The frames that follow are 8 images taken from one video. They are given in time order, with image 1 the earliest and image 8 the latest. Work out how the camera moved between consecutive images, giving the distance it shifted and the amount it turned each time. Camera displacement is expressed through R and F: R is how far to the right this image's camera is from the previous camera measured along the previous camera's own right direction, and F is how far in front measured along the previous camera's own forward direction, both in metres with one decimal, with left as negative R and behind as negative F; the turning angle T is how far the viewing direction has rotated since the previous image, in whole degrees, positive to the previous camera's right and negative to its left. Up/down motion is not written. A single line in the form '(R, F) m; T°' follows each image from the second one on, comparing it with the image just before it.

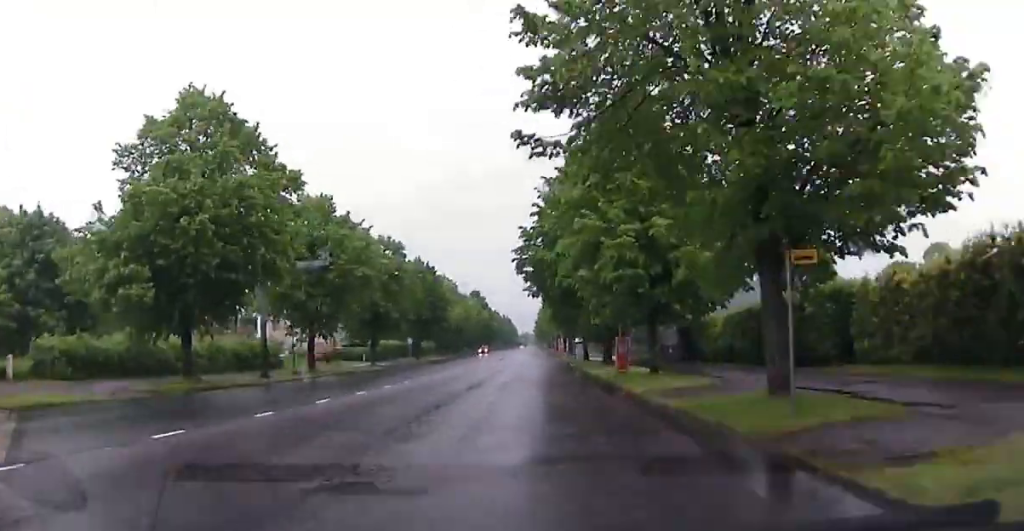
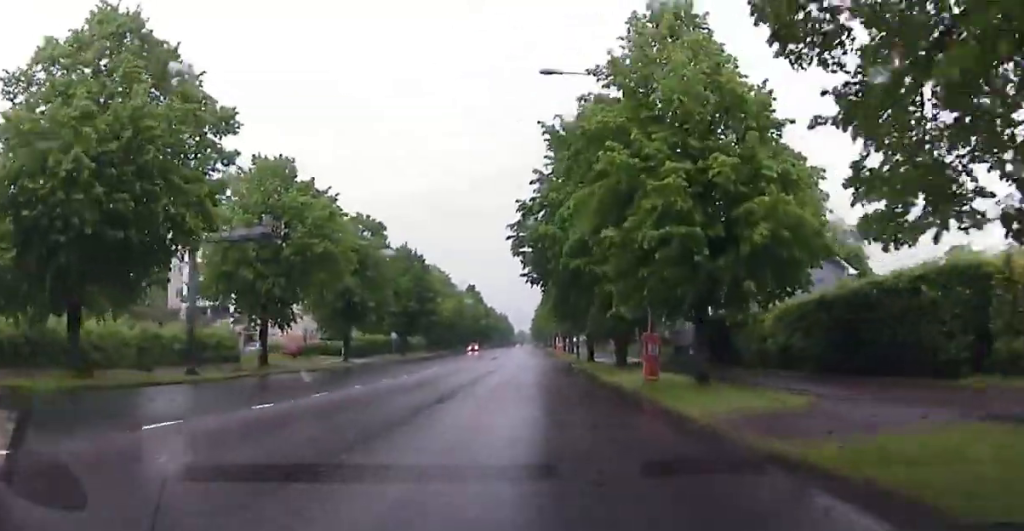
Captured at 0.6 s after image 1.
(+0.1, +8.0) m; -1°
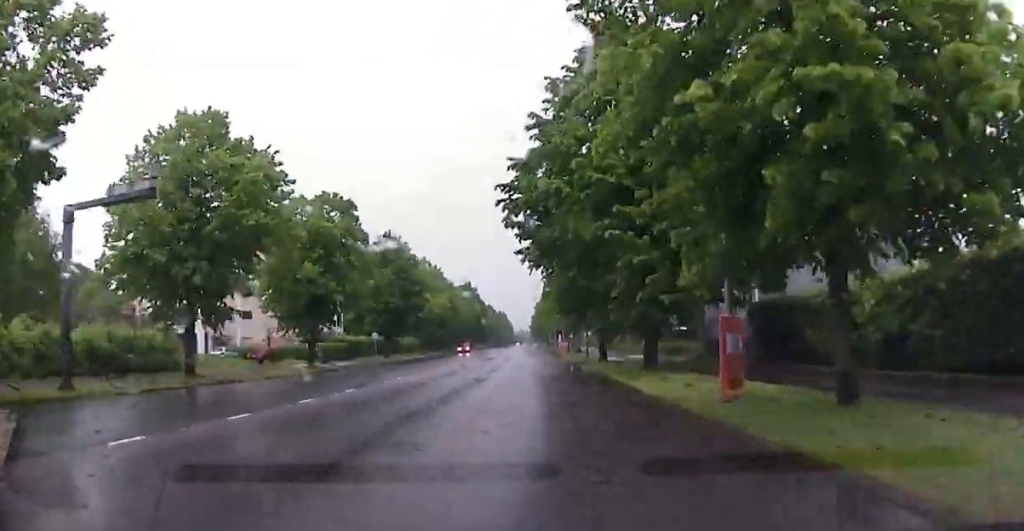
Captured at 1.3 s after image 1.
(0.0, +8.7) m; -2°
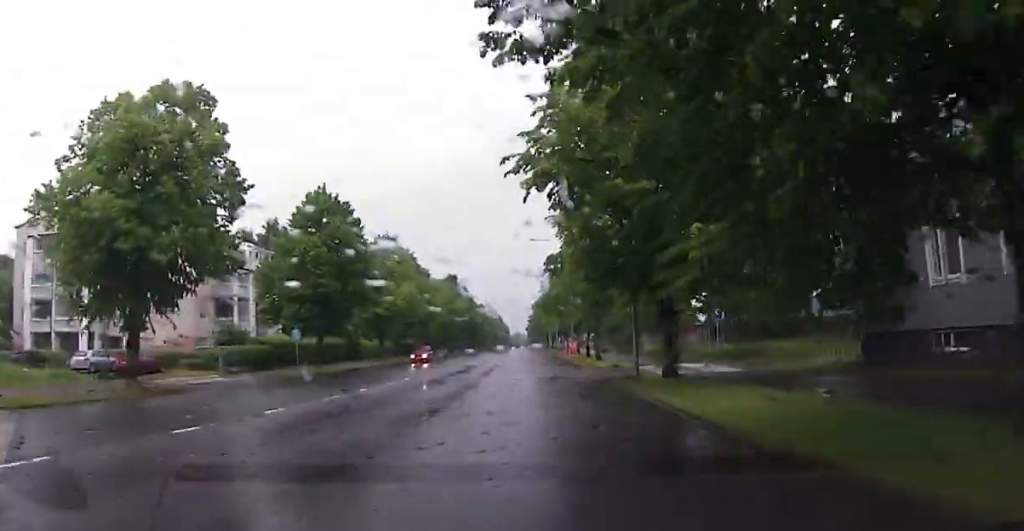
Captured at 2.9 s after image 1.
(-0.2, +21.7) m; 0°
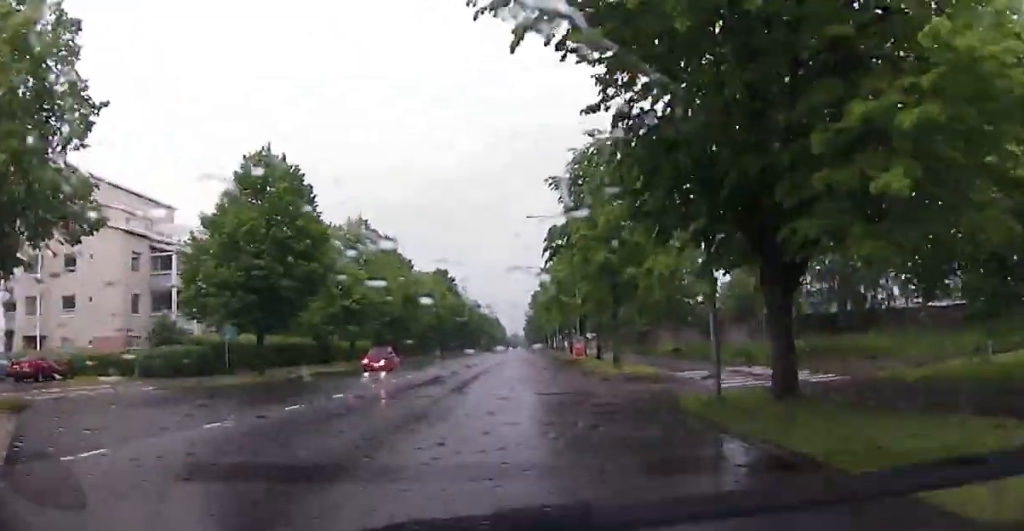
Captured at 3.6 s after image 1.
(0.0, +10.4) m; 0°
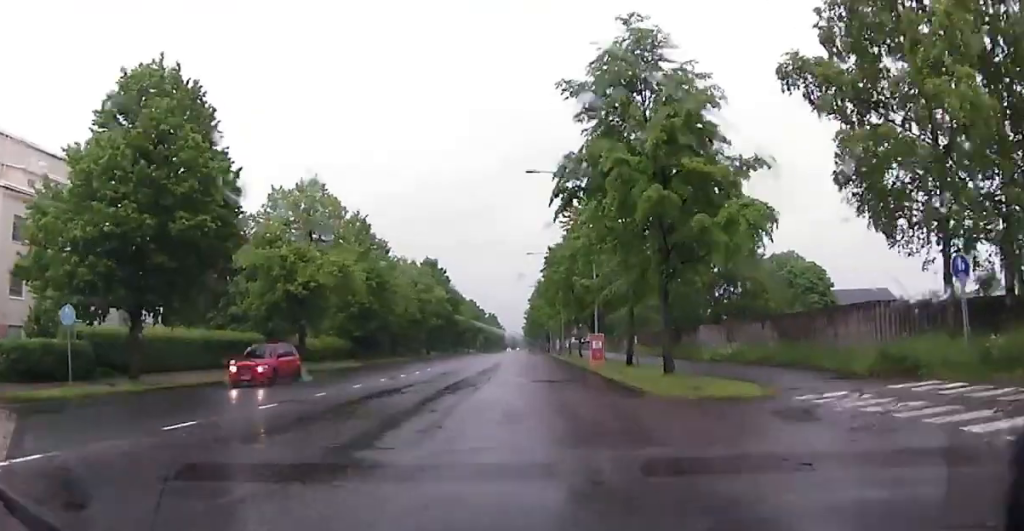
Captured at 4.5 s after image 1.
(-0.2, +12.9) m; +1°
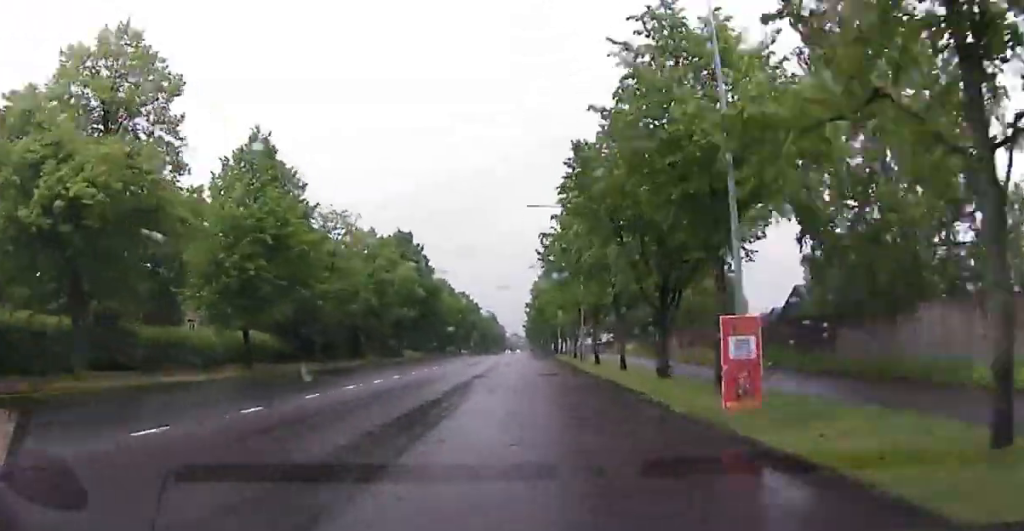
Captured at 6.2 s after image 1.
(+0.7, +24.3) m; 0°
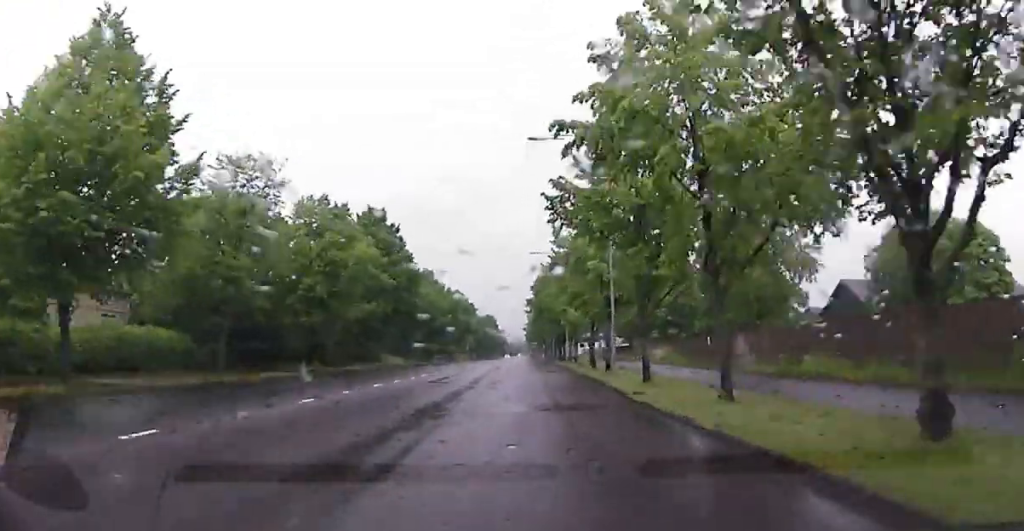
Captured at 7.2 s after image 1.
(-0.5, +15.8) m; 0°
